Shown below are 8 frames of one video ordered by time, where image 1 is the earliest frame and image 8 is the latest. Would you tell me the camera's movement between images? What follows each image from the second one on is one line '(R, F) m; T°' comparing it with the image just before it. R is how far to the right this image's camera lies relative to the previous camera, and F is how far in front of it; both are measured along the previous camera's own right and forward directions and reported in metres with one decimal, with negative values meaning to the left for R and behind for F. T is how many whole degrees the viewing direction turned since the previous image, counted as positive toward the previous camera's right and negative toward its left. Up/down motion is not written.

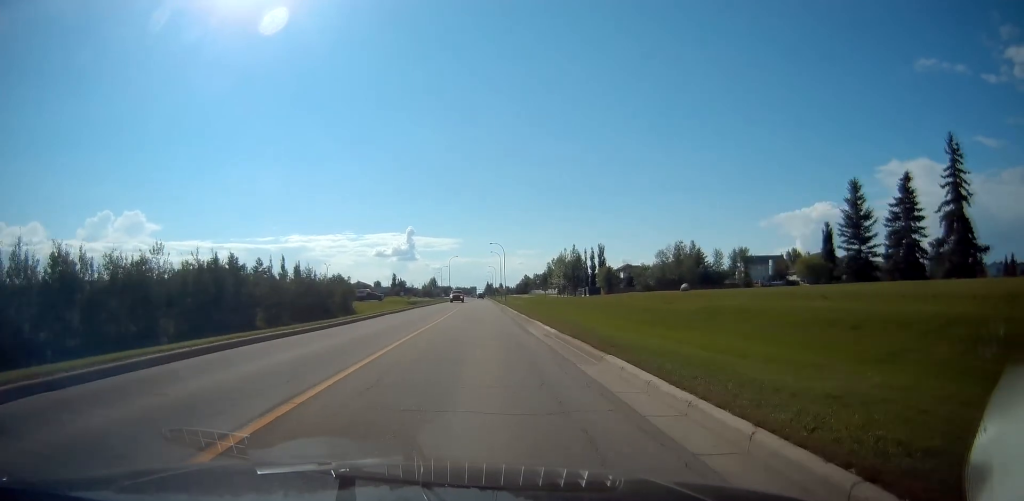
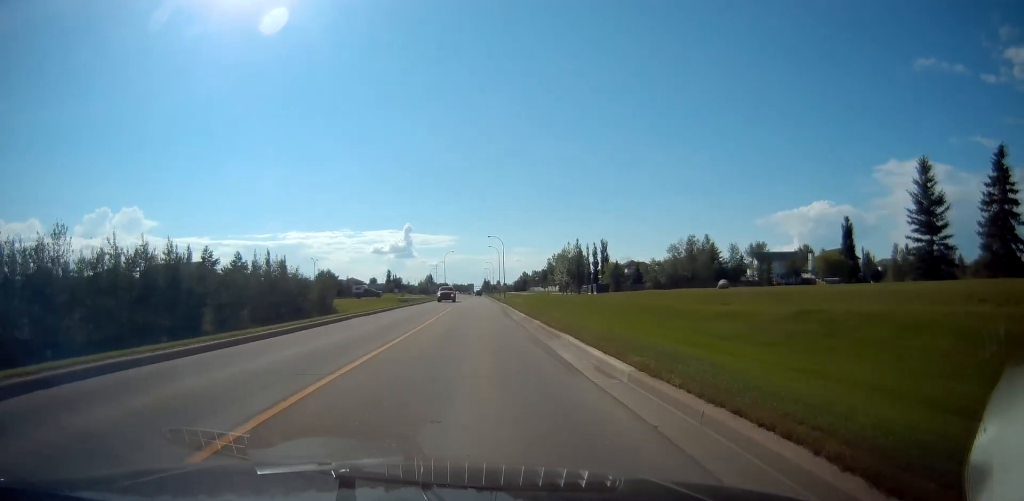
(0.0, +9.2) m; 0°
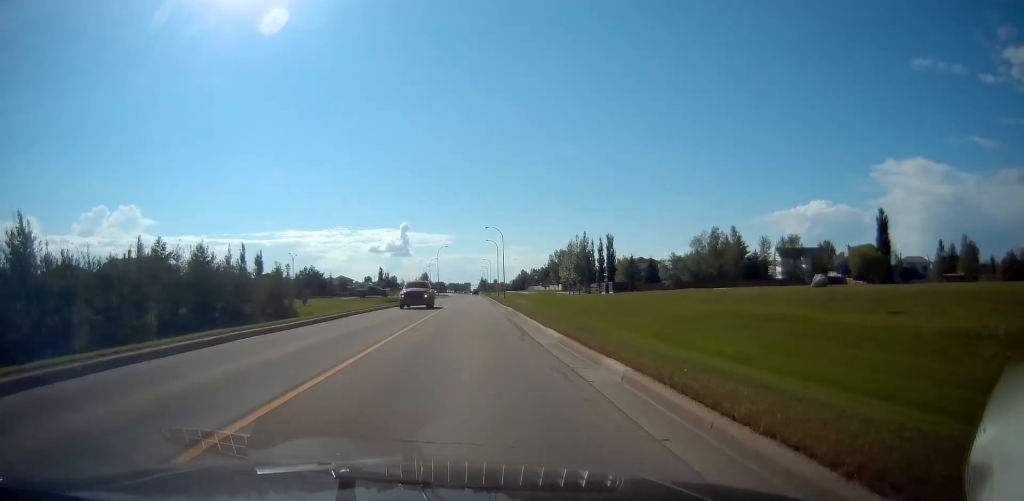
(0.0, +13.9) m; 0°
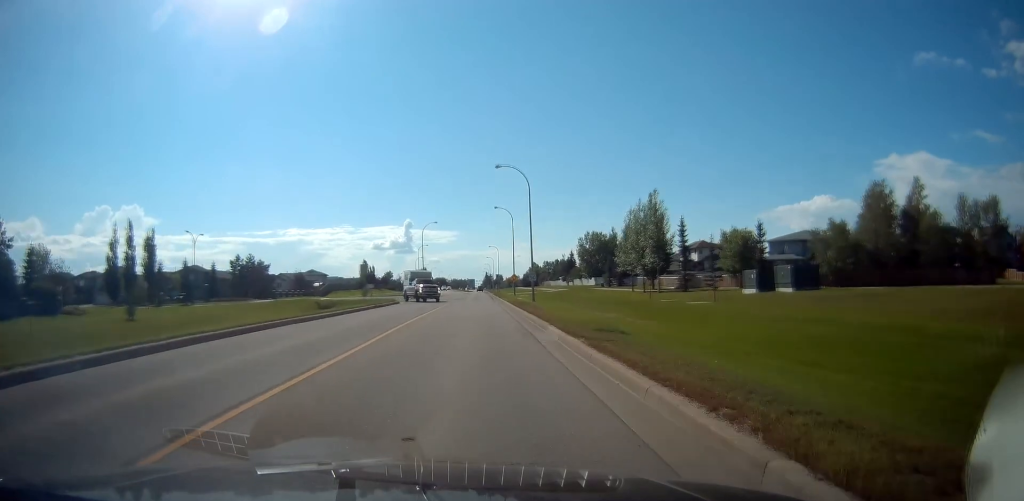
(+0.9, +46.8) m; 0°
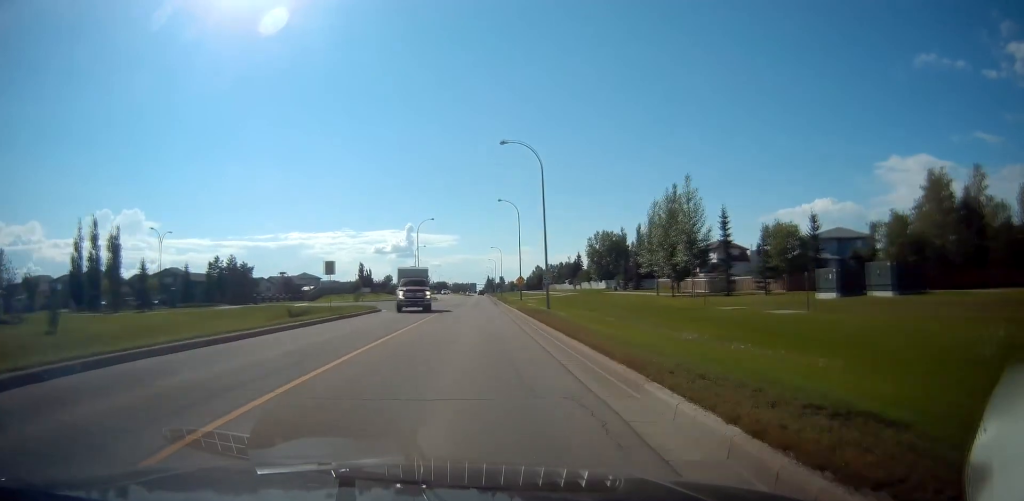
(-0.1, +9.6) m; 0°
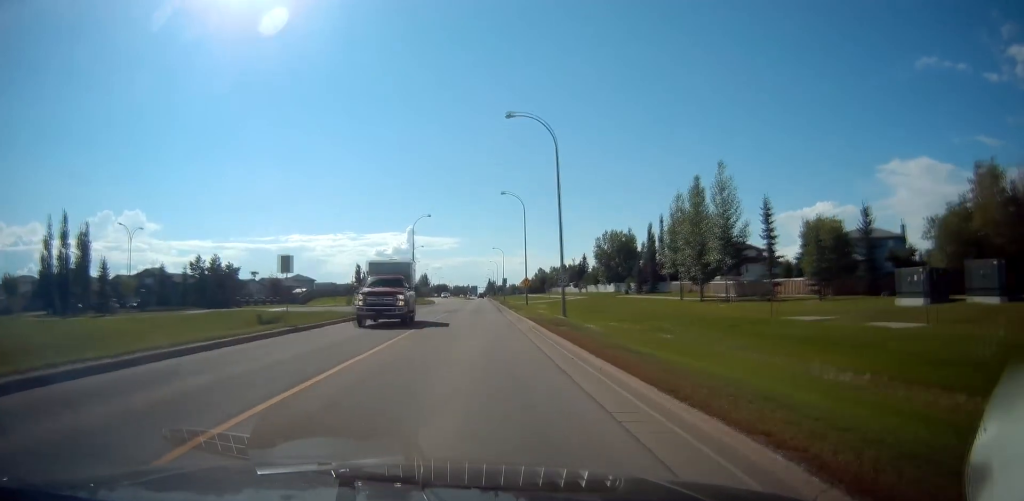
(0.0, +7.2) m; 0°
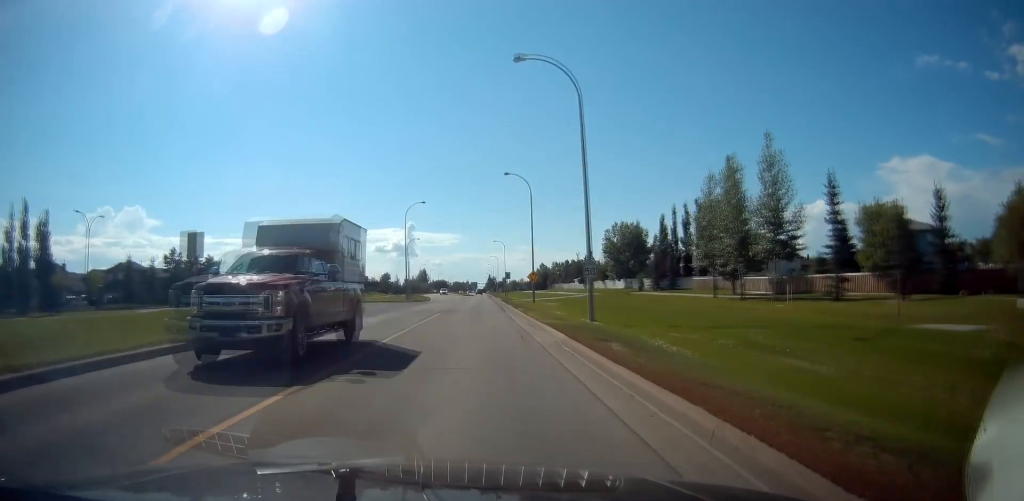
(0.0, +8.2) m; 0°
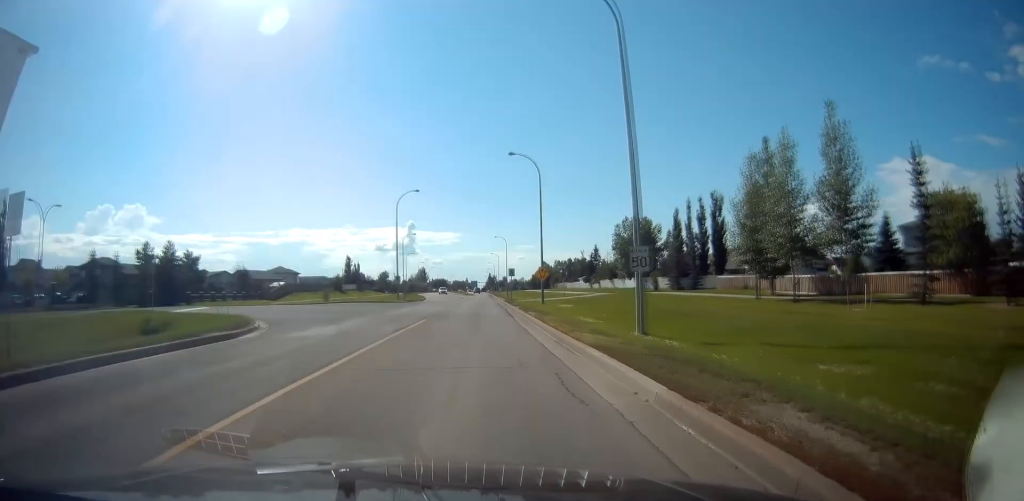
(0.0, +7.7) m; 0°
